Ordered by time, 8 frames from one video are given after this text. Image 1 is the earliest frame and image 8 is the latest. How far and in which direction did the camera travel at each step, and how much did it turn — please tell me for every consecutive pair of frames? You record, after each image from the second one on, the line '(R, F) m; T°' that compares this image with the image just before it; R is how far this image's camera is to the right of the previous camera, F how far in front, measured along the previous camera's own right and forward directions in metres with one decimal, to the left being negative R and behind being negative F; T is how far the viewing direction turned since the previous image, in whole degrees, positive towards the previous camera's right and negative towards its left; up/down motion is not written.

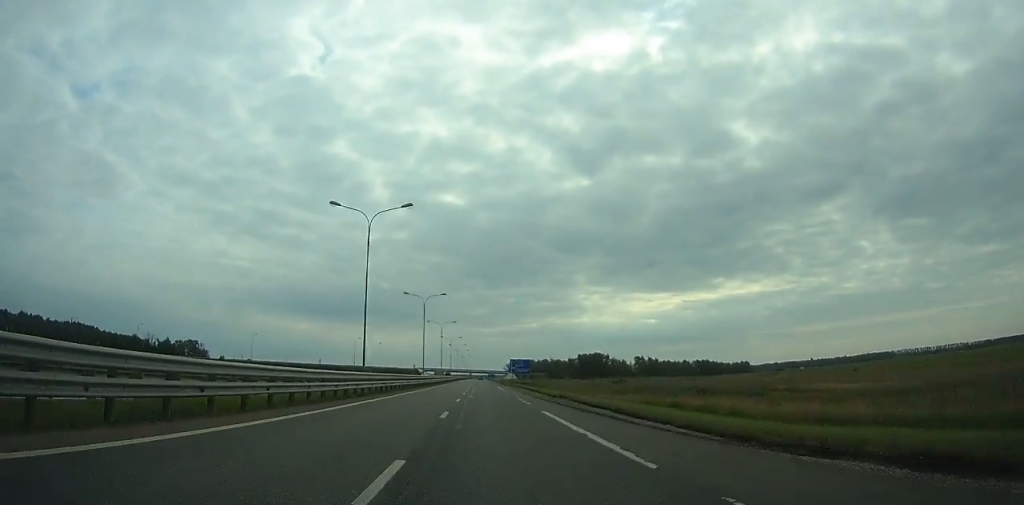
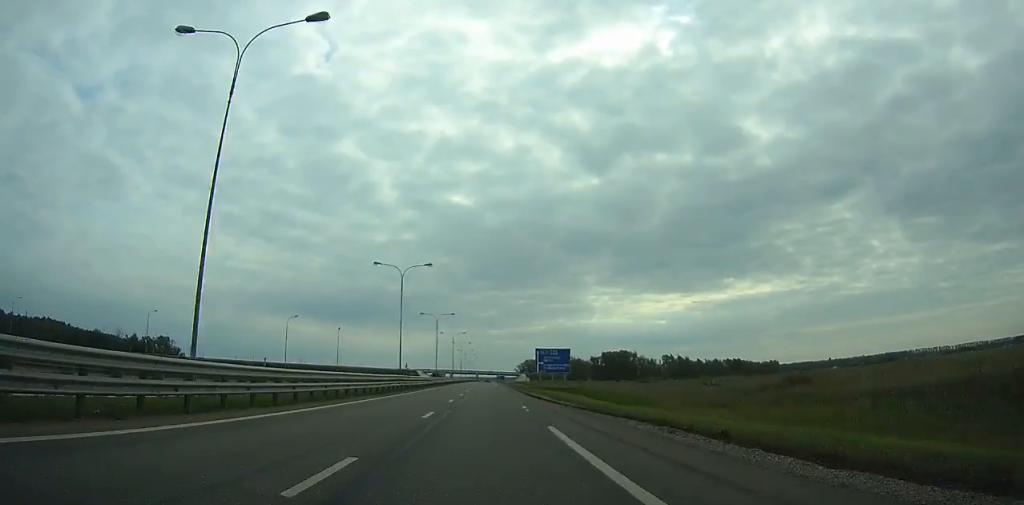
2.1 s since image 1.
(+0.2, +60.2) m; 0°
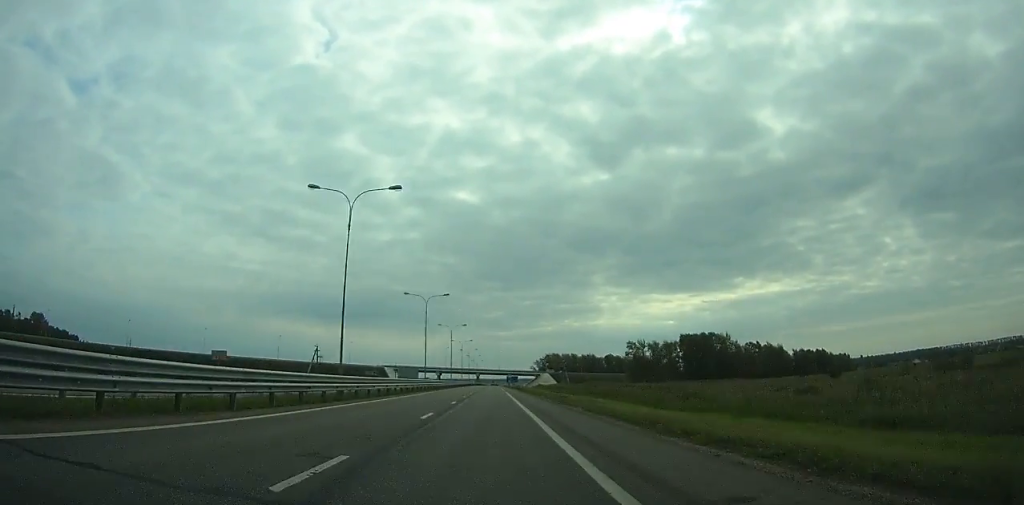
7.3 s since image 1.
(-1.1, +146.3) m; 0°
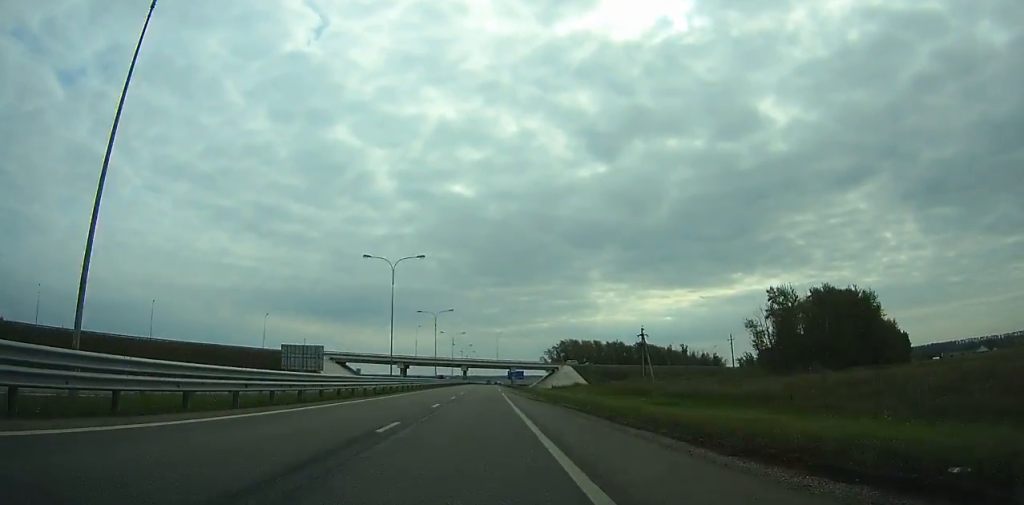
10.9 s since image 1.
(+0.1, +99.7) m; 0°
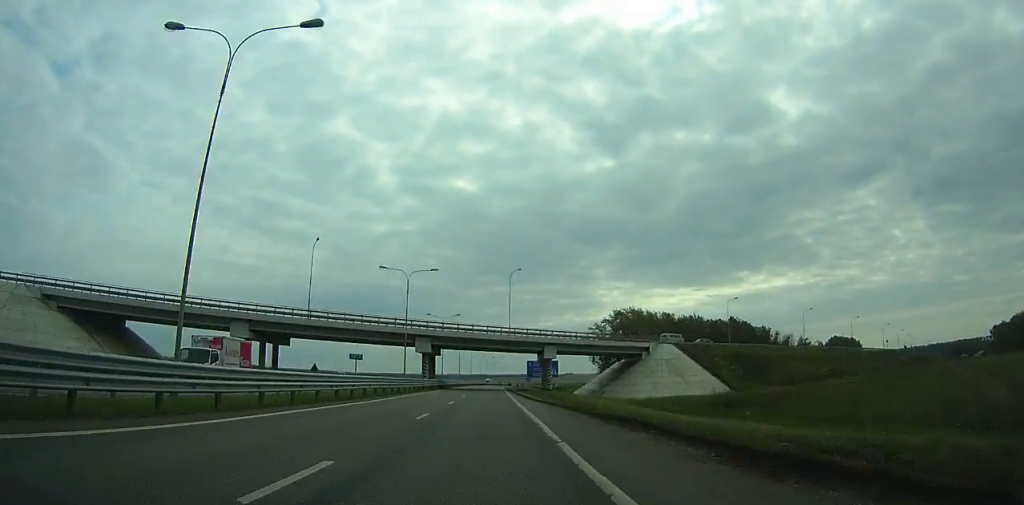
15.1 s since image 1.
(+0.1, +115.0) m; 0°
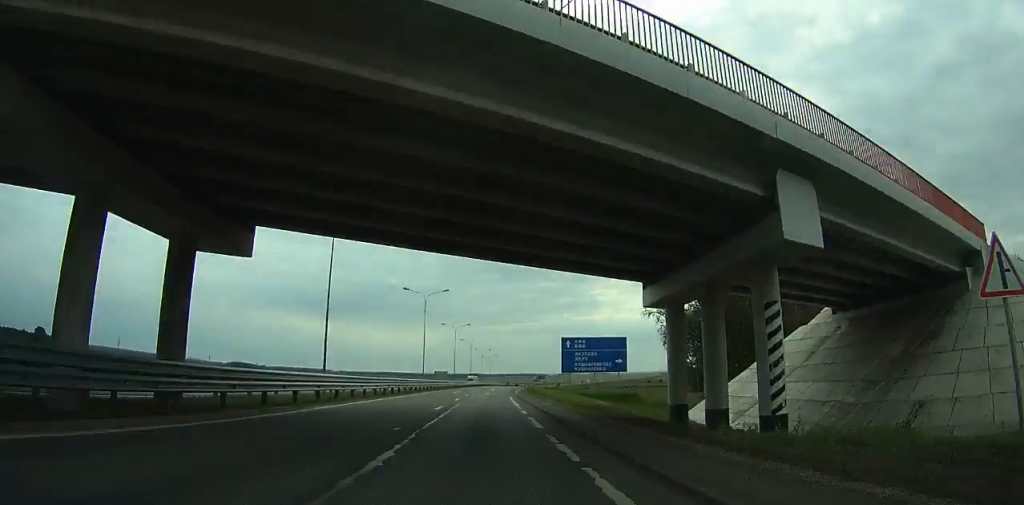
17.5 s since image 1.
(-0.1, +65.2) m; 0°
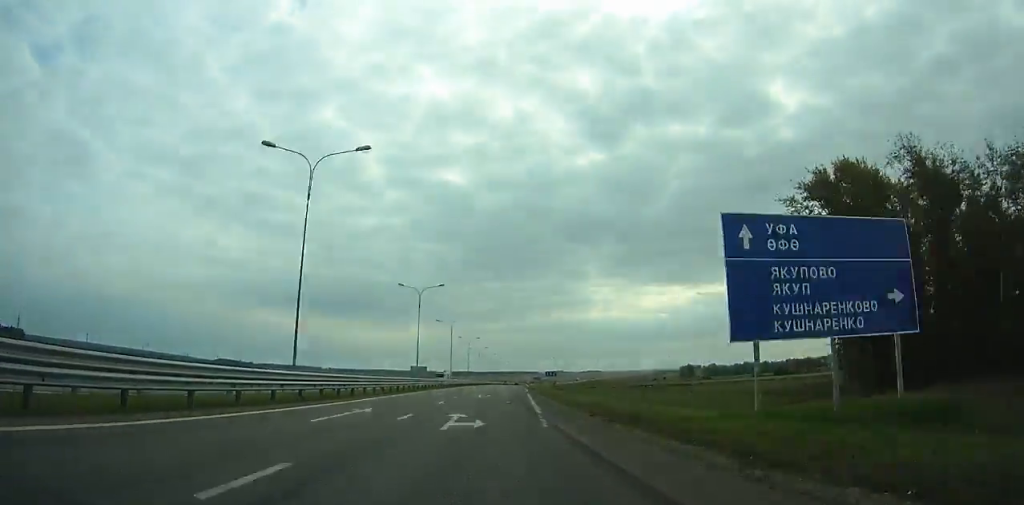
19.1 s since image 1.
(+0.3, +43.2) m; 0°
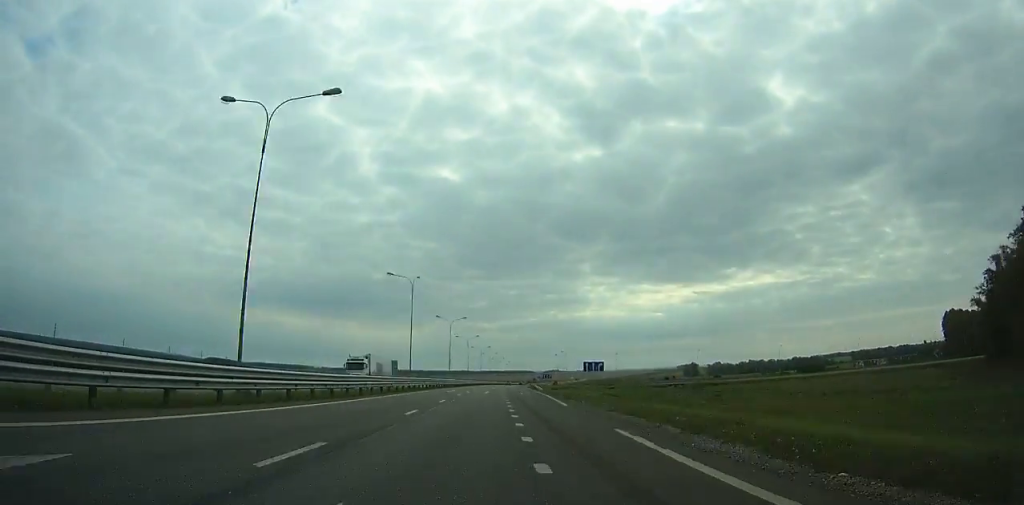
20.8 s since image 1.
(+0.1, +45.8) m; +1°
